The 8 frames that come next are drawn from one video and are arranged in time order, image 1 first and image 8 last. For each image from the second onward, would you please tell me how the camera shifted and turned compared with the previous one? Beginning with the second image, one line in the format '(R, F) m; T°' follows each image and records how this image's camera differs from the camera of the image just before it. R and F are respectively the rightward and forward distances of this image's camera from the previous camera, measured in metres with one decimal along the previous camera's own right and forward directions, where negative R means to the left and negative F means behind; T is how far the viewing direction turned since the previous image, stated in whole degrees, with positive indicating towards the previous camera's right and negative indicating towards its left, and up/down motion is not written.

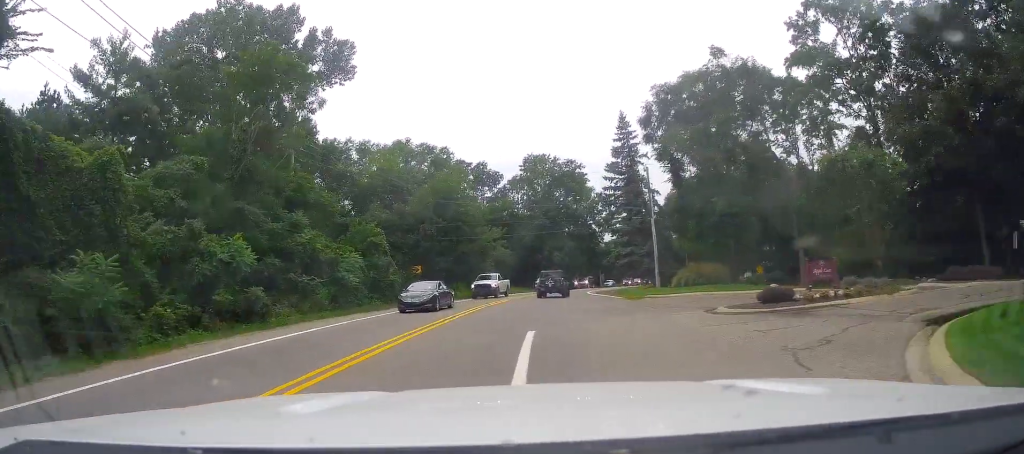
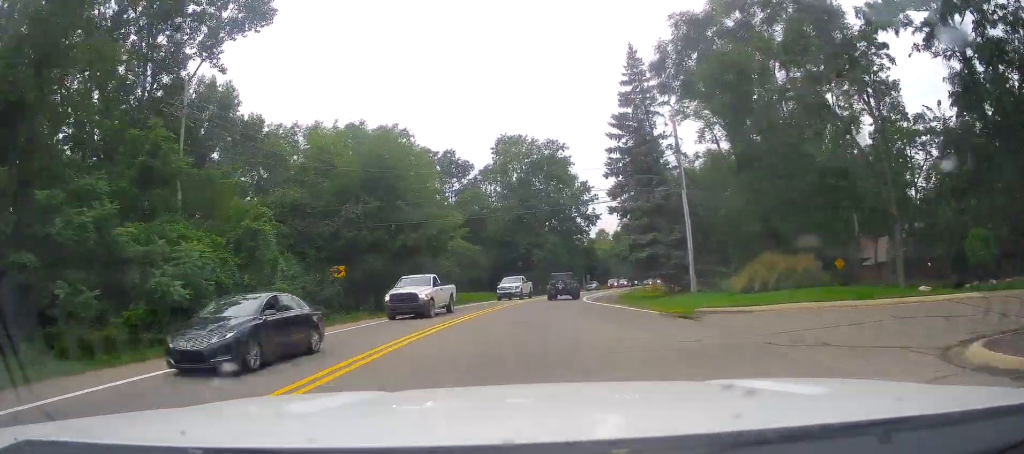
(-0.5, +15.8) m; +1°
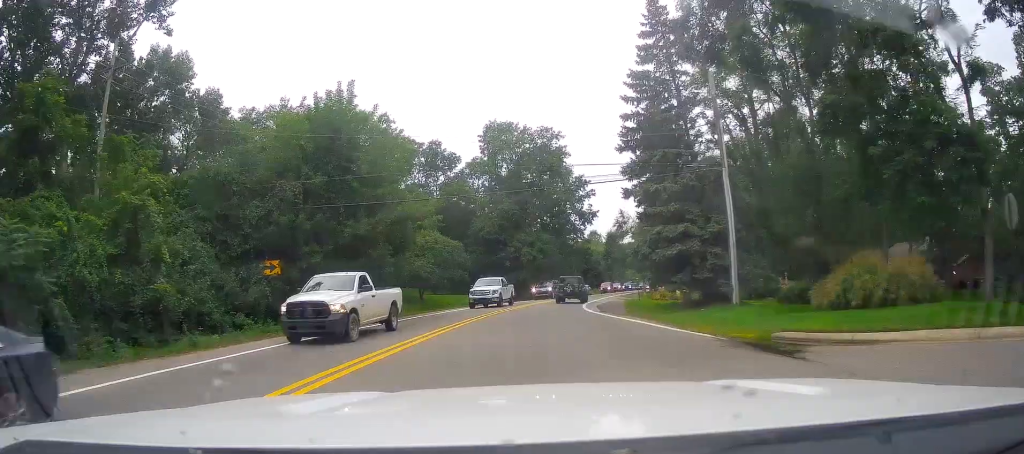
(-0.2, +8.2) m; +1°
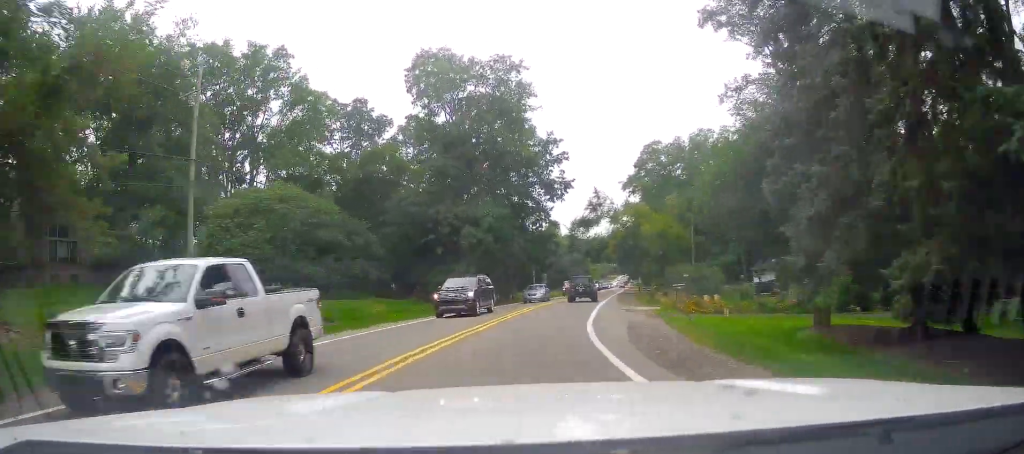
(+1.7, +23.9) m; +4°
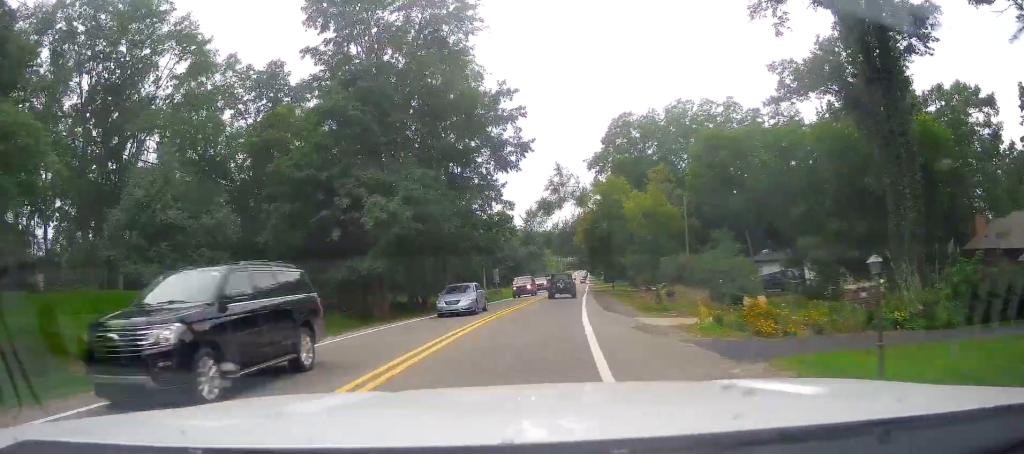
(+0.1, +15.1) m; +1°
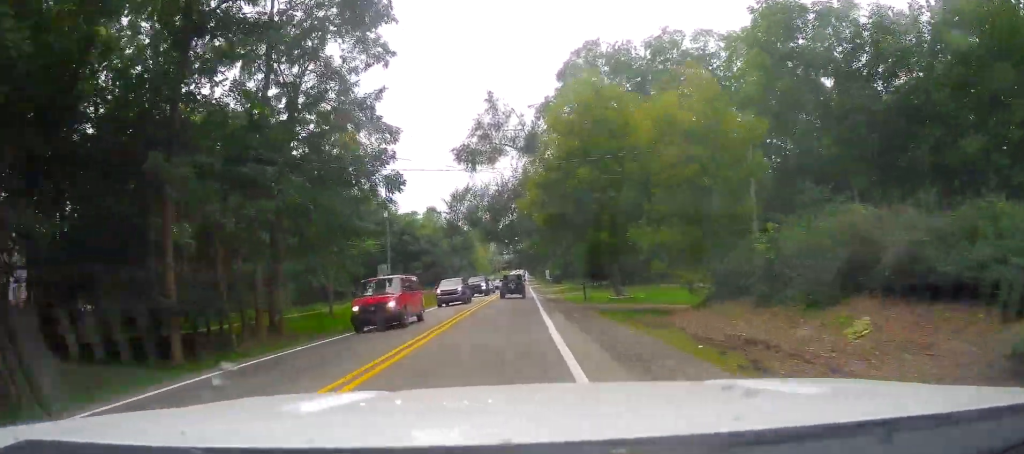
(+2.0, +27.4) m; +8°
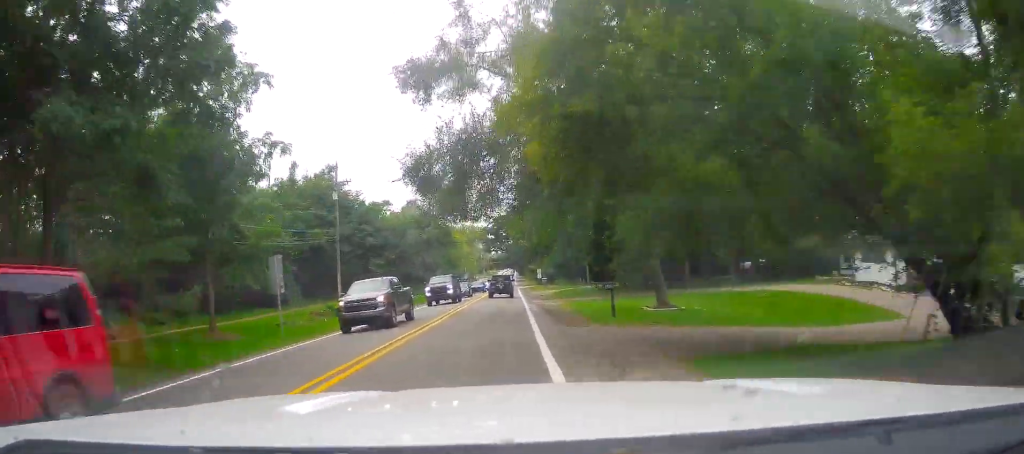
(+0.1, +15.4) m; +2°
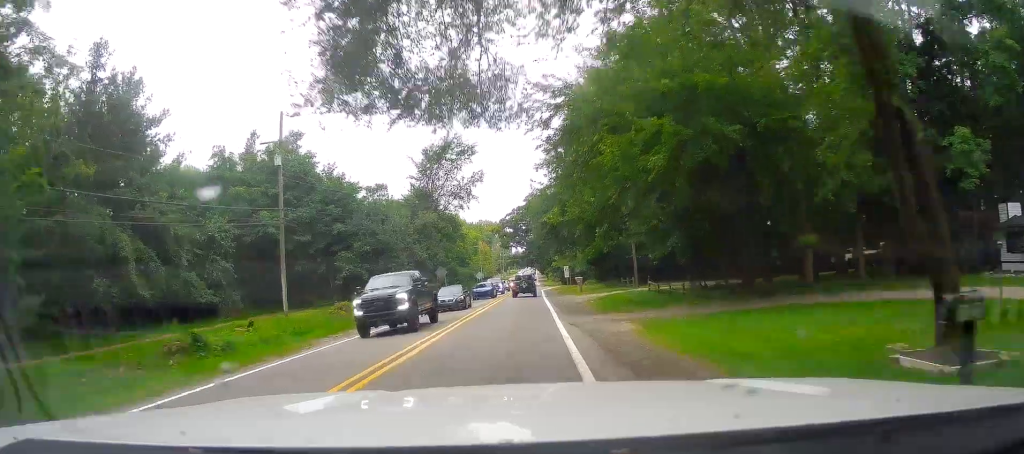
(+0.5, +17.1) m; +3°
